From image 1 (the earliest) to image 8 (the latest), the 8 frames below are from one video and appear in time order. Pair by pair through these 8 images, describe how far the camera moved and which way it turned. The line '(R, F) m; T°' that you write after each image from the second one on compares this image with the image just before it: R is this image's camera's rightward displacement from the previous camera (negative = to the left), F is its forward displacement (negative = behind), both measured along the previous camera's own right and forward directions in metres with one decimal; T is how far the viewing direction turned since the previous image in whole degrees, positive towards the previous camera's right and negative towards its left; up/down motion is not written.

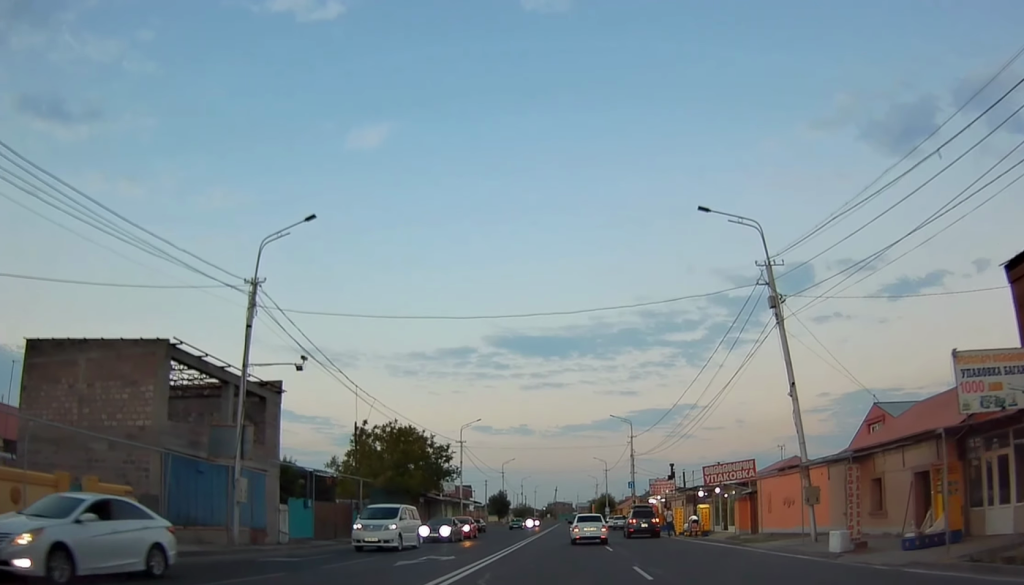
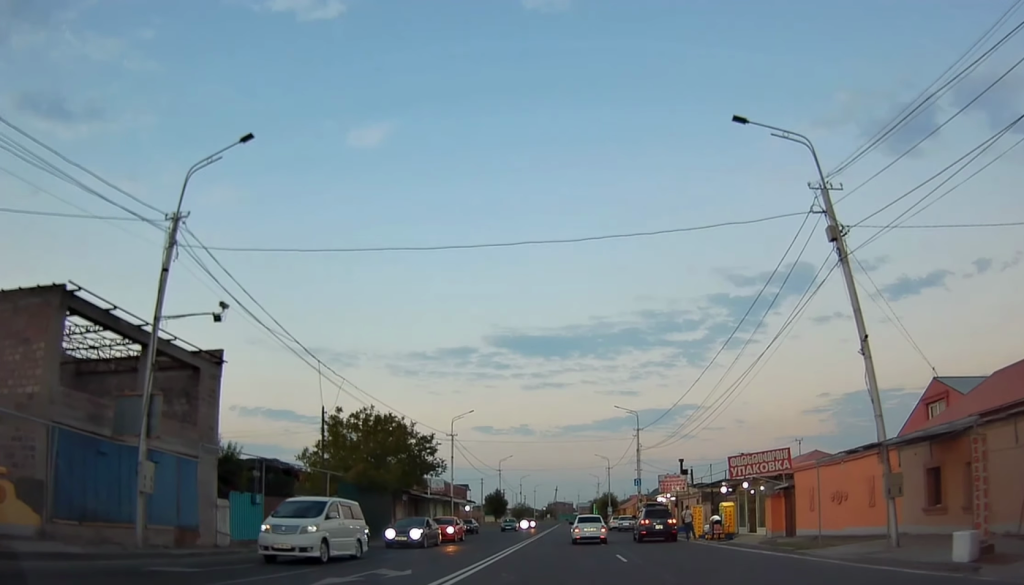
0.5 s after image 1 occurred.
(-0.1, +5.9) m; +2°
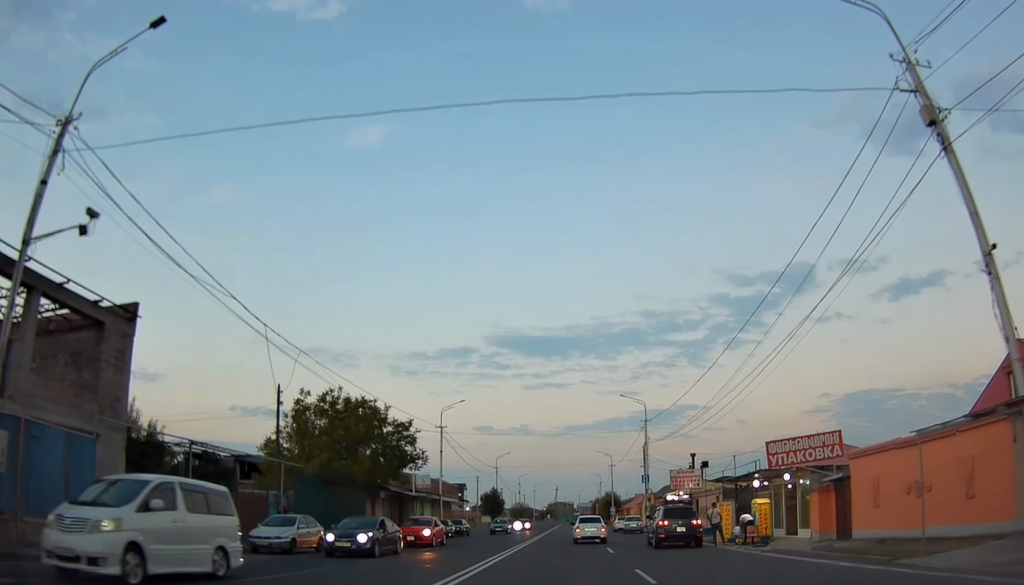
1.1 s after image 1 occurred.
(+0.2, +6.2) m; 0°
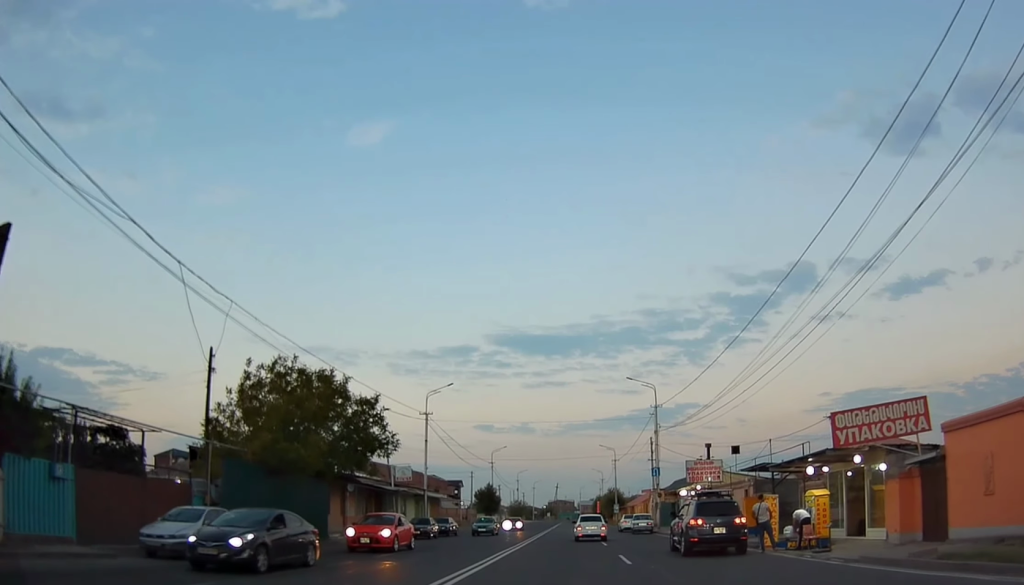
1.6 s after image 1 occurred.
(+0.2, +6.7) m; 0°
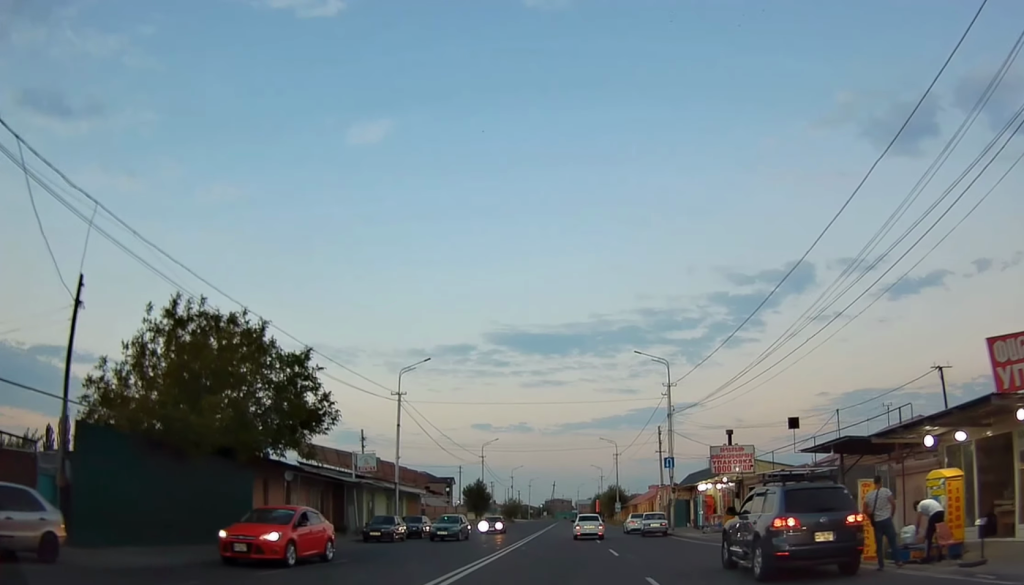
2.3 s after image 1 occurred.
(-0.3, +8.3) m; -1°
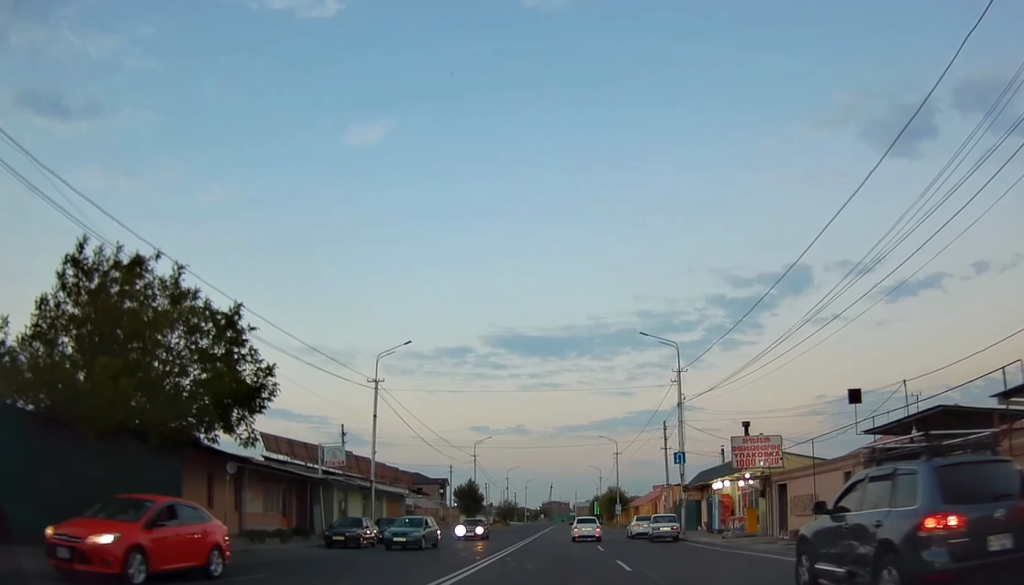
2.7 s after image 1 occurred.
(-0.1, +5.2) m; 0°
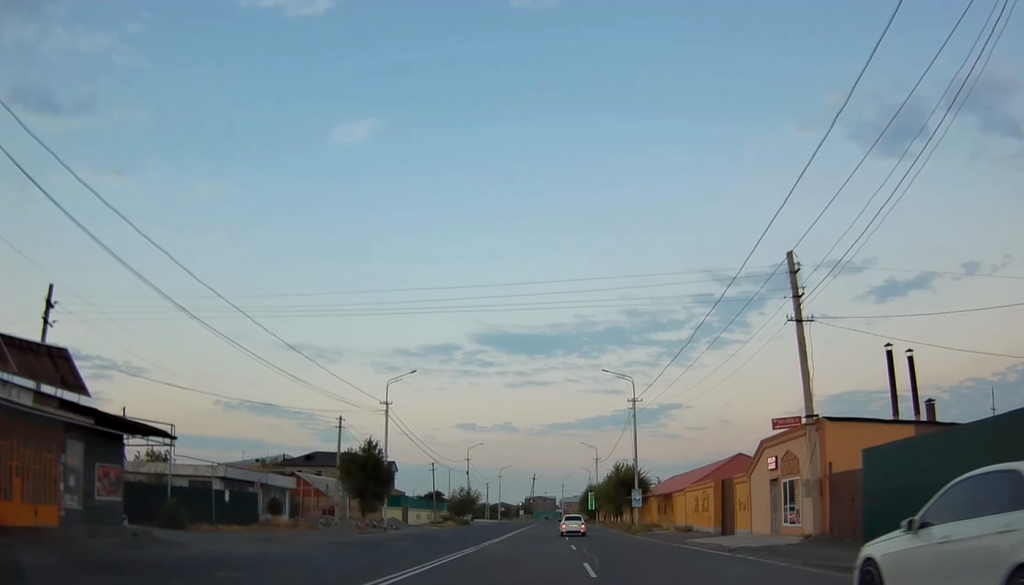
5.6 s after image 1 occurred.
(+0.3, +37.6) m; +4°
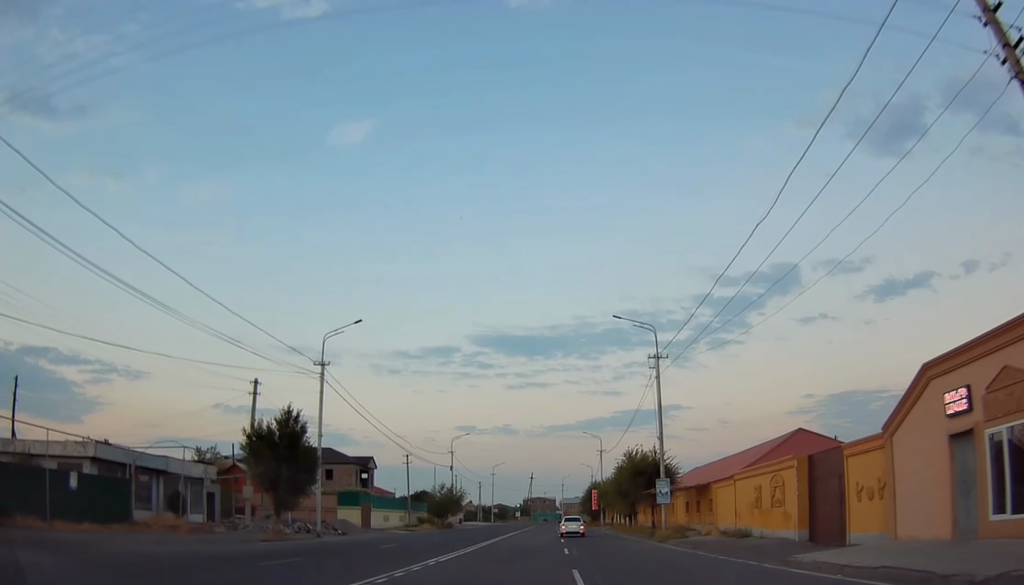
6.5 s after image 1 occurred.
(+0.9, +13.7) m; 0°
